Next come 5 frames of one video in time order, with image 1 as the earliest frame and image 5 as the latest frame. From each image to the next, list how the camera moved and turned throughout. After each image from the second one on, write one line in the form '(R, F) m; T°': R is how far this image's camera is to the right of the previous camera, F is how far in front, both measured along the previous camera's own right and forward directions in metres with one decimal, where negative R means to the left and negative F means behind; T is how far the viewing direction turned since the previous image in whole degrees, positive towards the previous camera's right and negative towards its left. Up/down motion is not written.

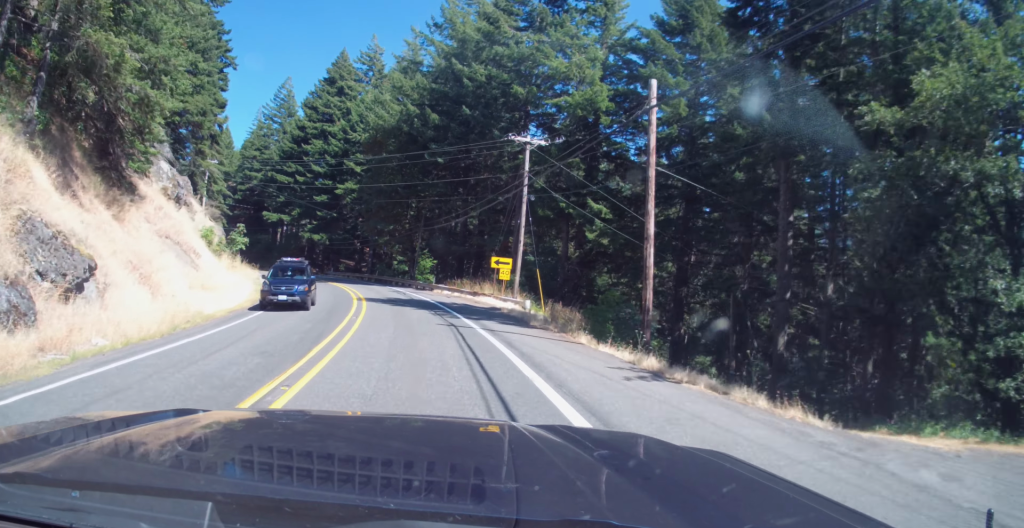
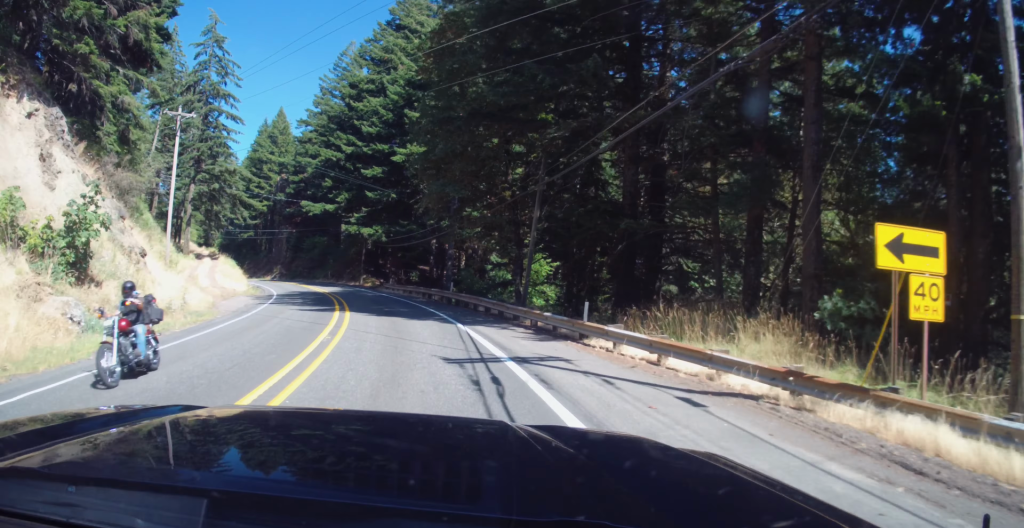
(-1.5, +29.1) m; -10°
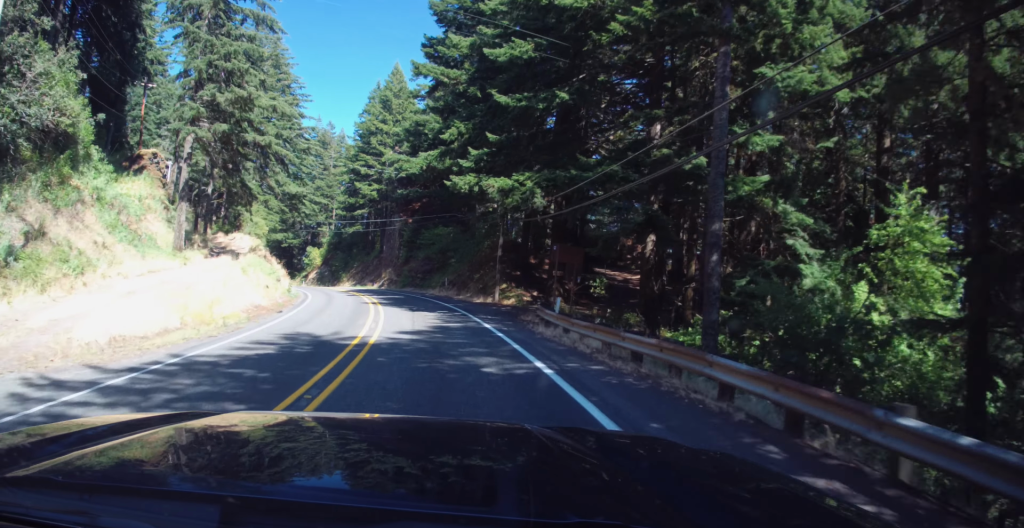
(-4.1, +30.6) m; -13°
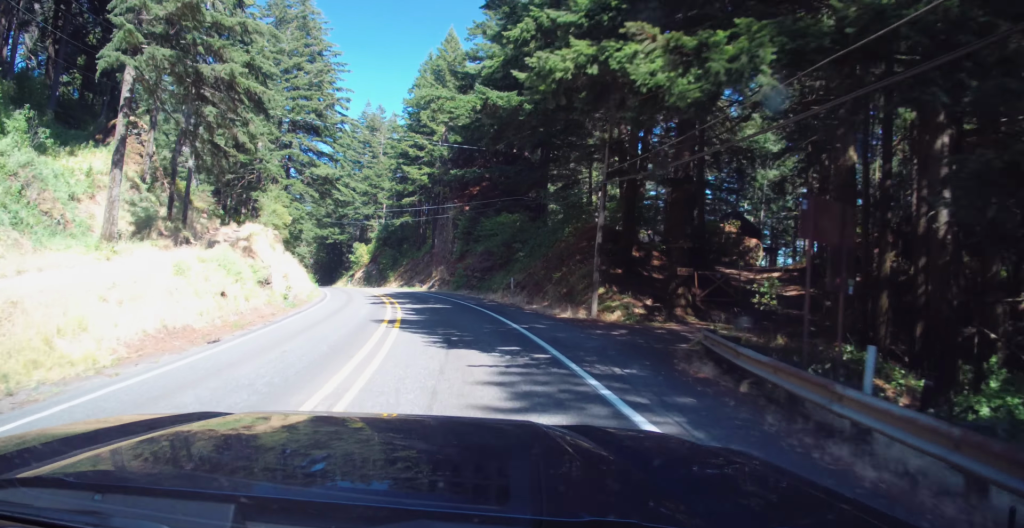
(-0.5, +13.9) m; -3°
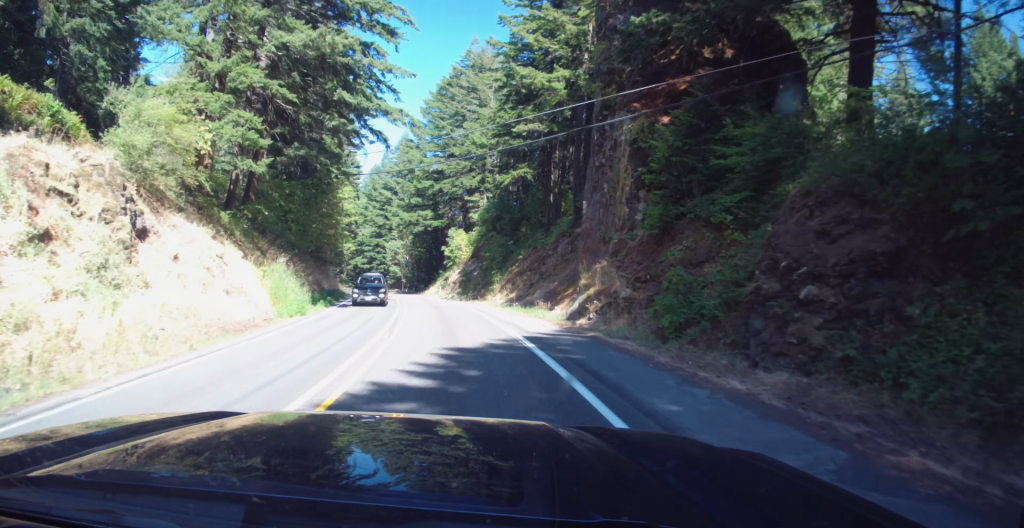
(-3.2, +37.5) m; -17°
